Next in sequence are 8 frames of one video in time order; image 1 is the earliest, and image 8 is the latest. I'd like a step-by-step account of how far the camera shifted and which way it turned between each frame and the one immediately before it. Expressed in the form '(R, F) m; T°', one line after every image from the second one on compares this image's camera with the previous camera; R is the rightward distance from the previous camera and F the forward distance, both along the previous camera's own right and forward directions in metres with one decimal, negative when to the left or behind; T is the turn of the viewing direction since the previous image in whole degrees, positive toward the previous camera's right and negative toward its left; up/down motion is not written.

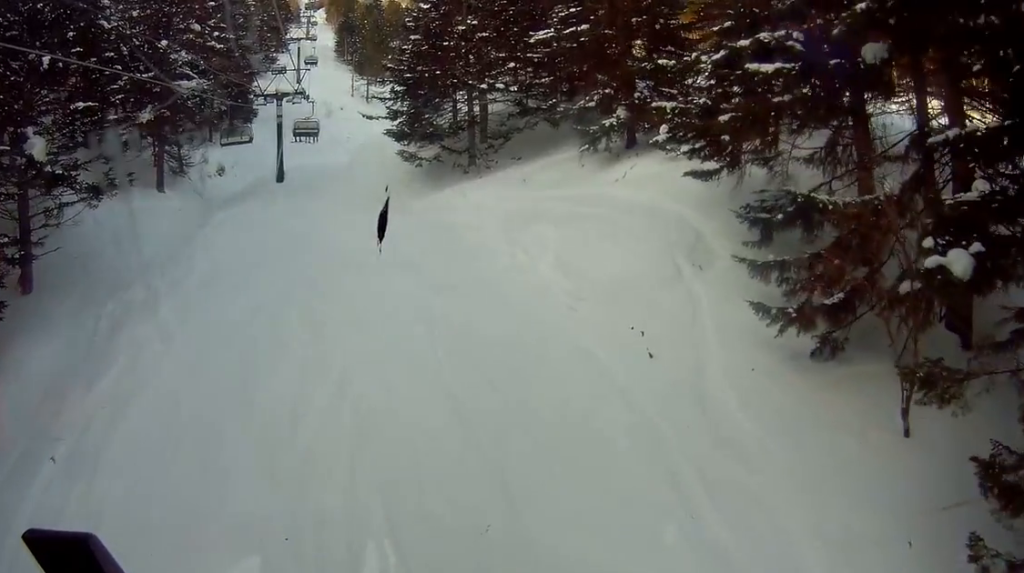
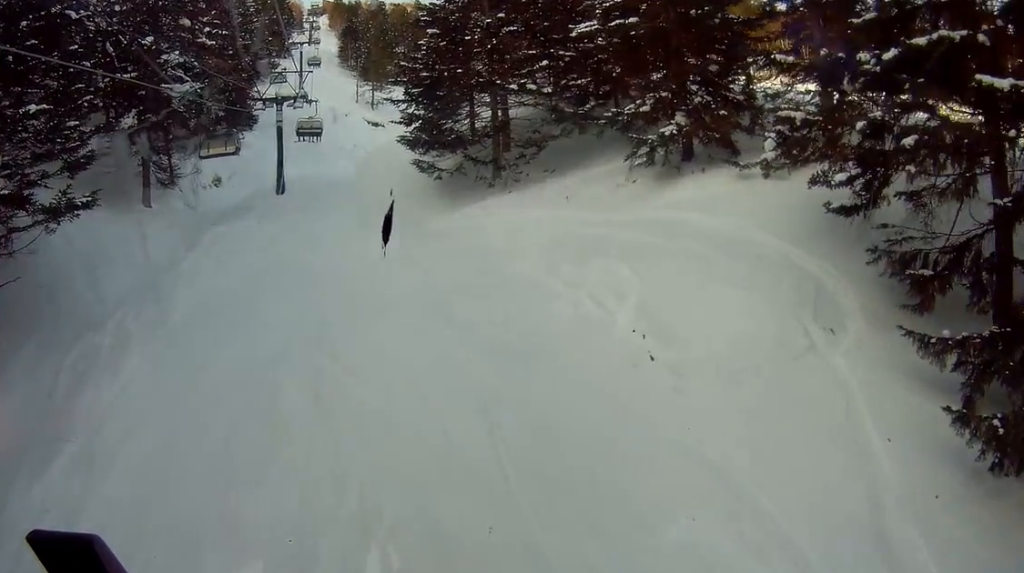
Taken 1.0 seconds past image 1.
(0.0, +4.2) m; 0°
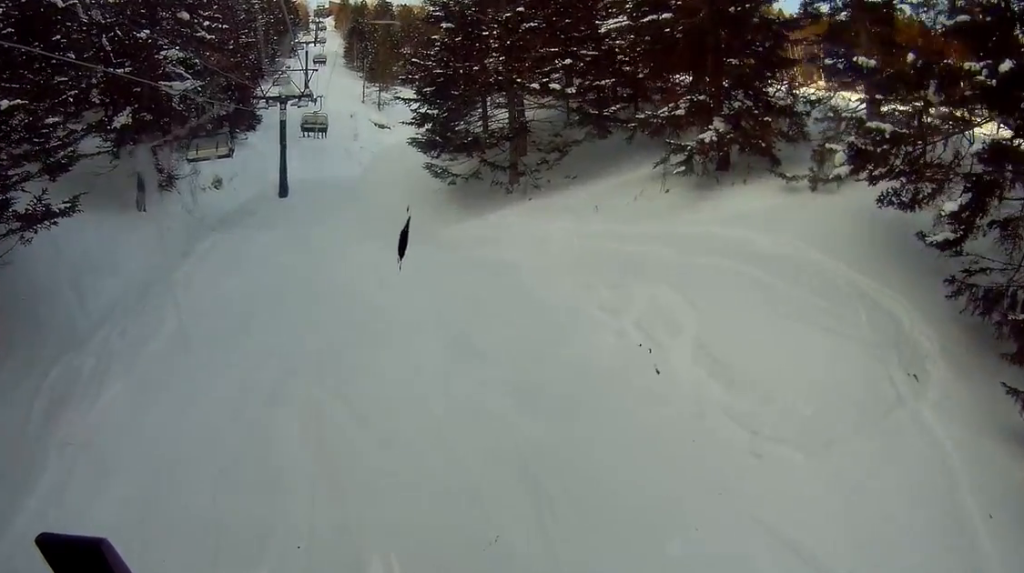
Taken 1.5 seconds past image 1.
(0.0, +2.1) m; 0°
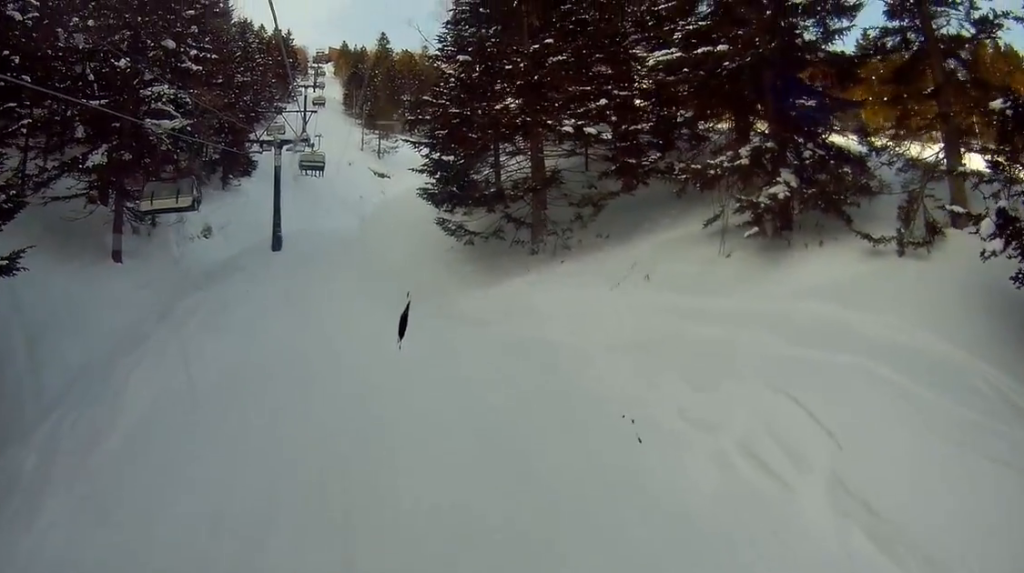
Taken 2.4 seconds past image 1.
(0.0, +3.7) m; 0°
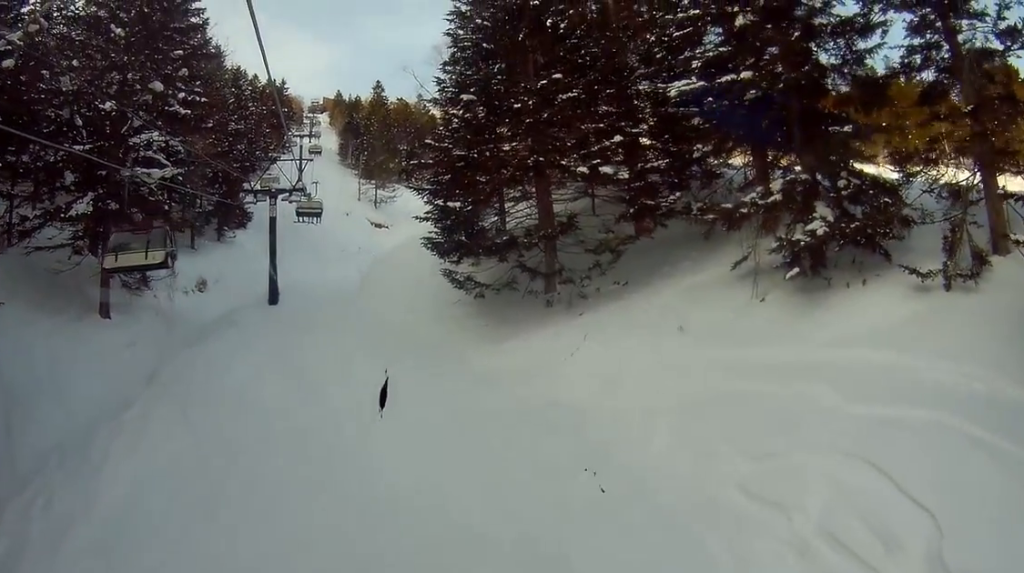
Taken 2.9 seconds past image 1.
(0.0, +1.9) m; 0°
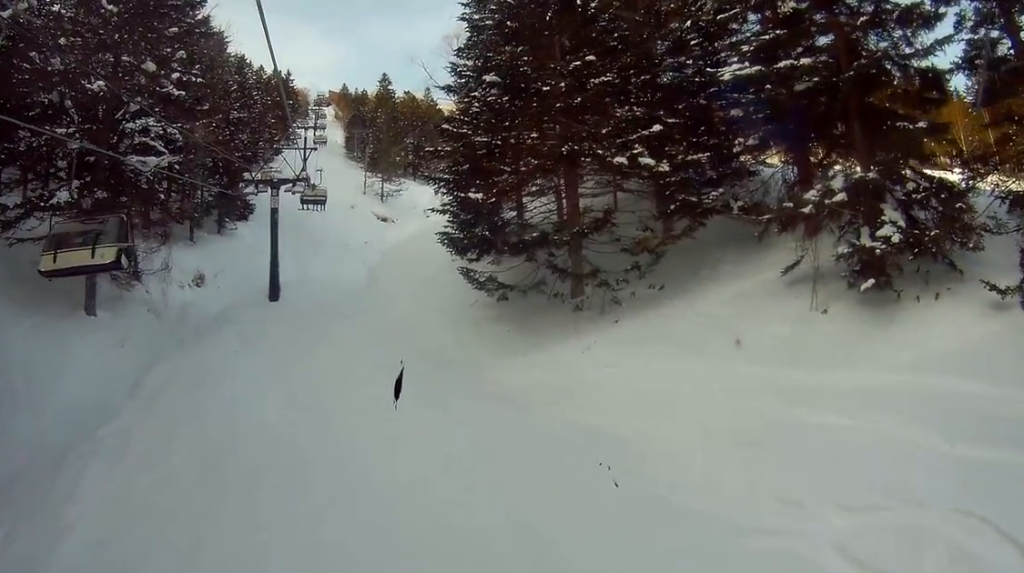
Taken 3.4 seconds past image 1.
(0.0, +2.4) m; -1°
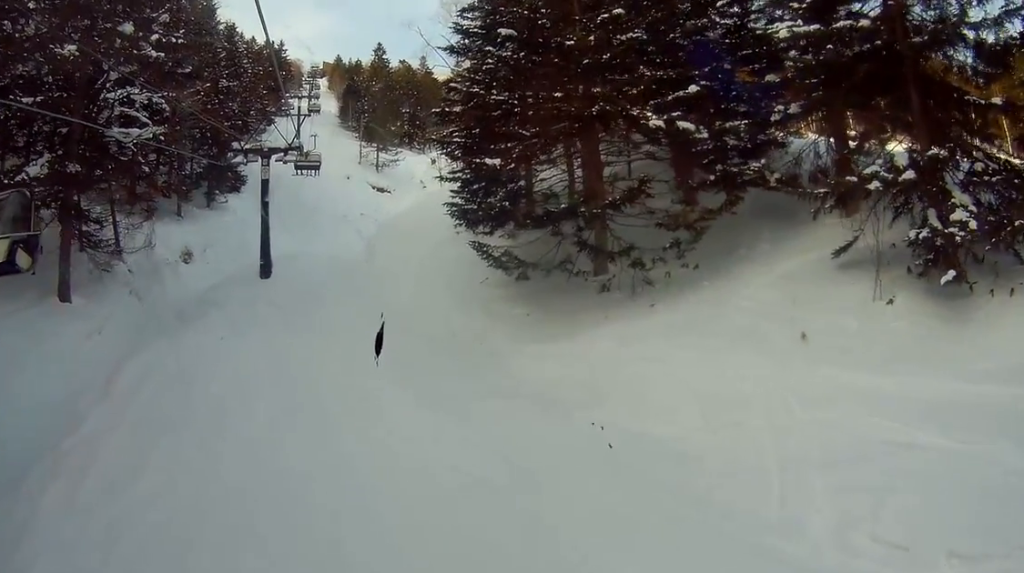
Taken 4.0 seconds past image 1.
(0.0, +2.4) m; -4°
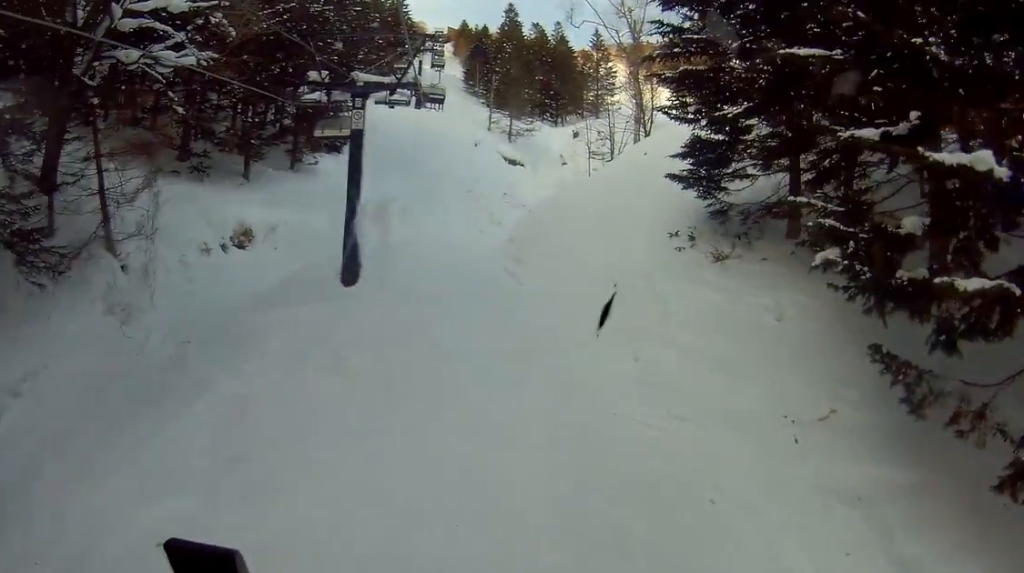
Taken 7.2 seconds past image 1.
(-1.0, +12.9) m; +3°
